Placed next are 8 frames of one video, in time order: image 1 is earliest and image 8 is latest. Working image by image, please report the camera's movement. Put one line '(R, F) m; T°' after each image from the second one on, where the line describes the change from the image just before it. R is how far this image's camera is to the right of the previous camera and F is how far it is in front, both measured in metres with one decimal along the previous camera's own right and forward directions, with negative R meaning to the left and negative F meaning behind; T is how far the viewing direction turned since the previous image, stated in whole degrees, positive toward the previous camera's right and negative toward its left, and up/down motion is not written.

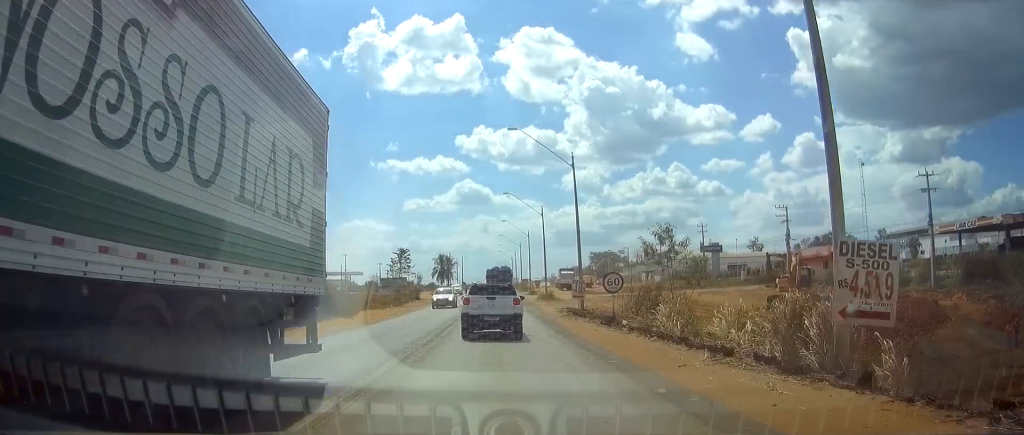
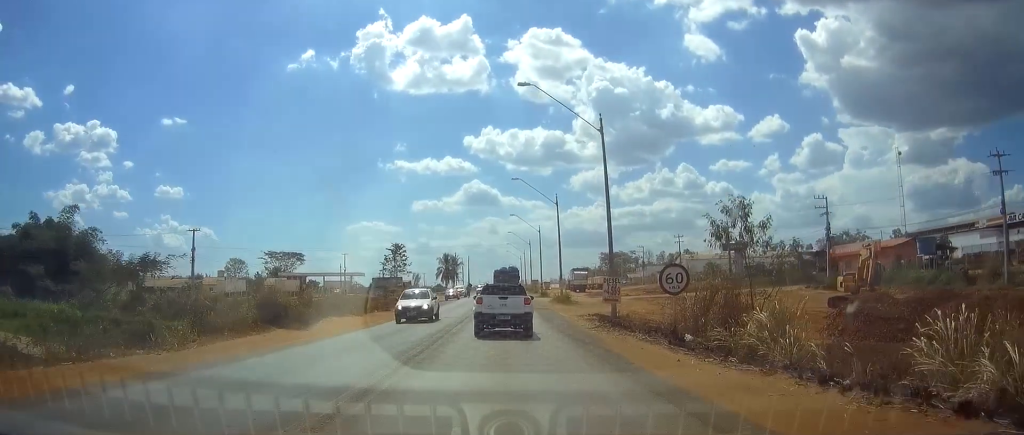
(-0.1, +10.1) m; -1°
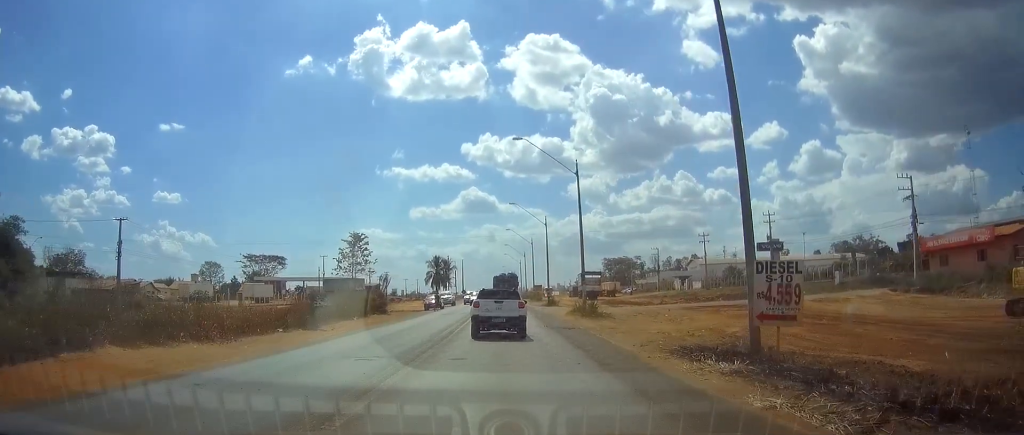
(-0.1, +20.1) m; -1°
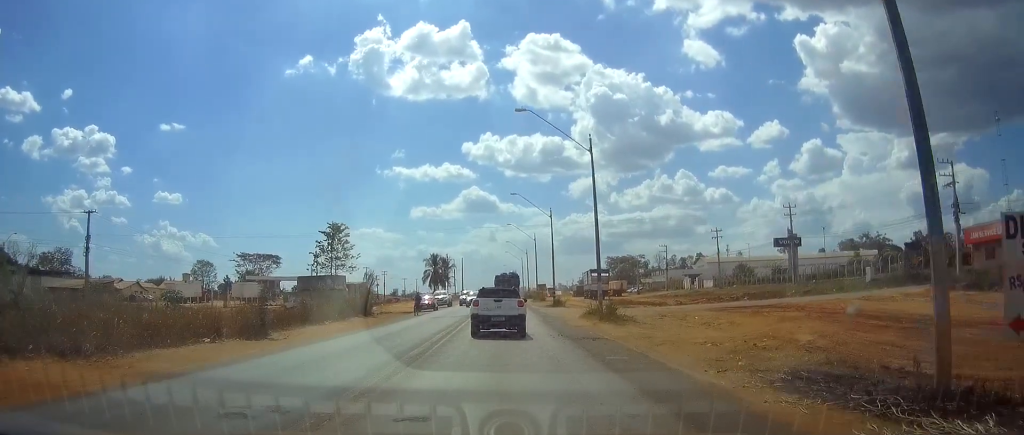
(0.0, +7.1) m; 0°
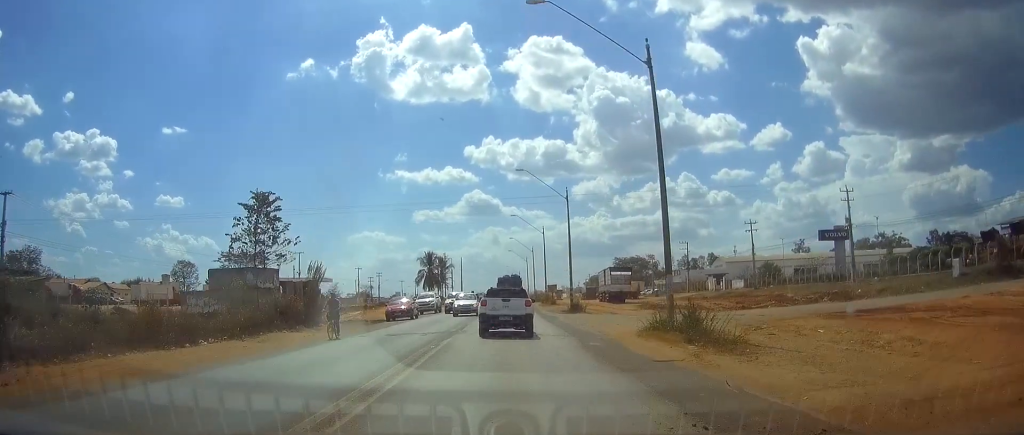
(+0.1, +15.9) m; 0°
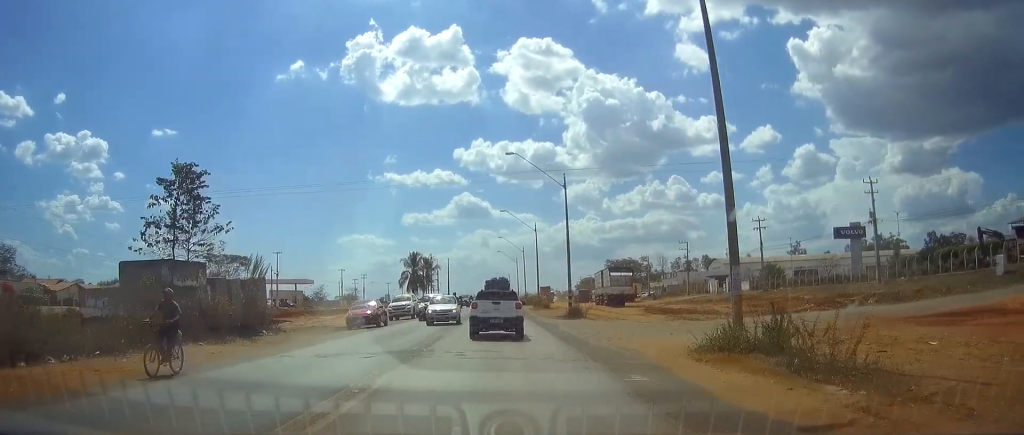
(0.0, +7.8) m; 0°
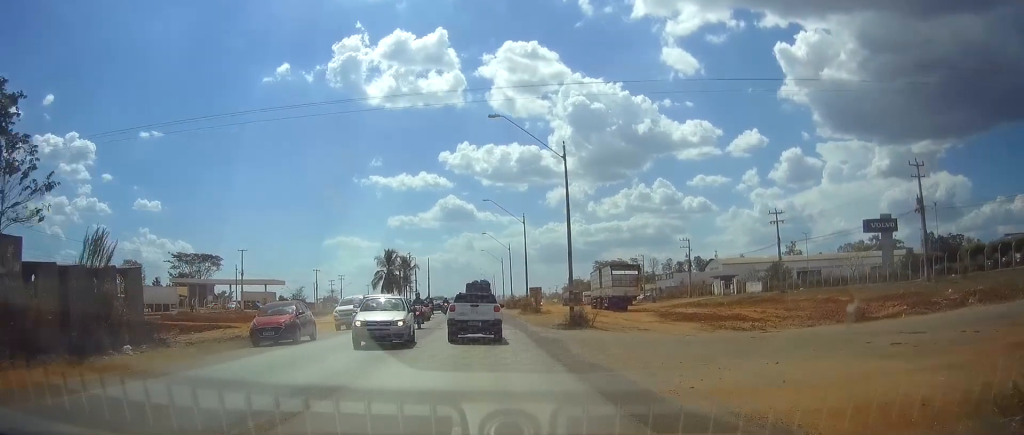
(0.0, +11.7) m; +1°
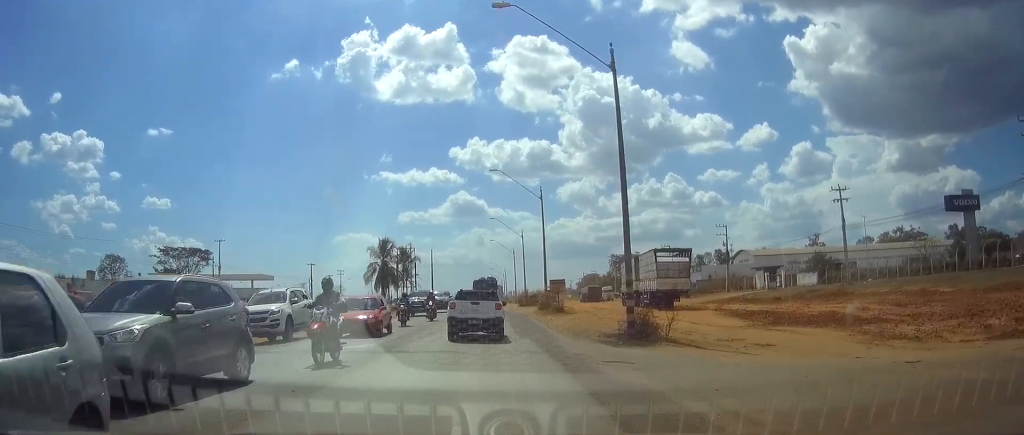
(+0.3, +14.7) m; 0°
